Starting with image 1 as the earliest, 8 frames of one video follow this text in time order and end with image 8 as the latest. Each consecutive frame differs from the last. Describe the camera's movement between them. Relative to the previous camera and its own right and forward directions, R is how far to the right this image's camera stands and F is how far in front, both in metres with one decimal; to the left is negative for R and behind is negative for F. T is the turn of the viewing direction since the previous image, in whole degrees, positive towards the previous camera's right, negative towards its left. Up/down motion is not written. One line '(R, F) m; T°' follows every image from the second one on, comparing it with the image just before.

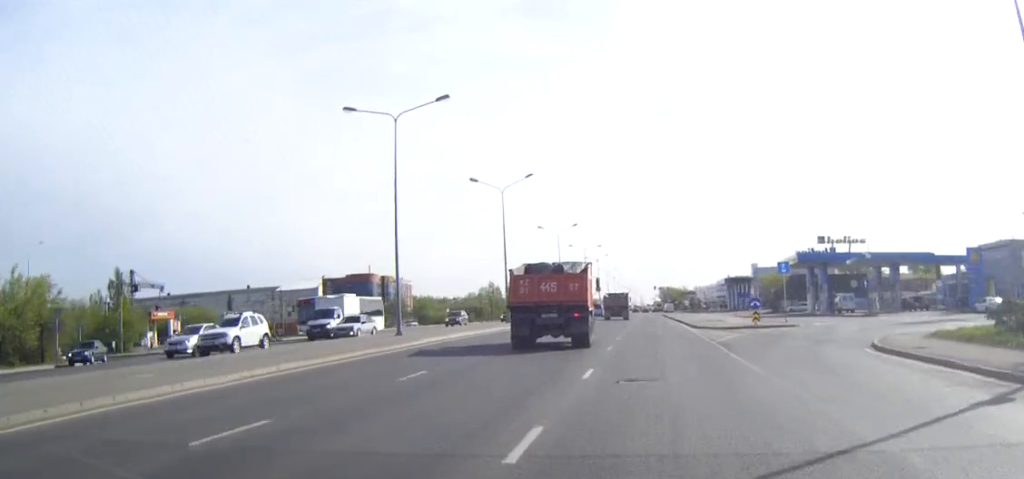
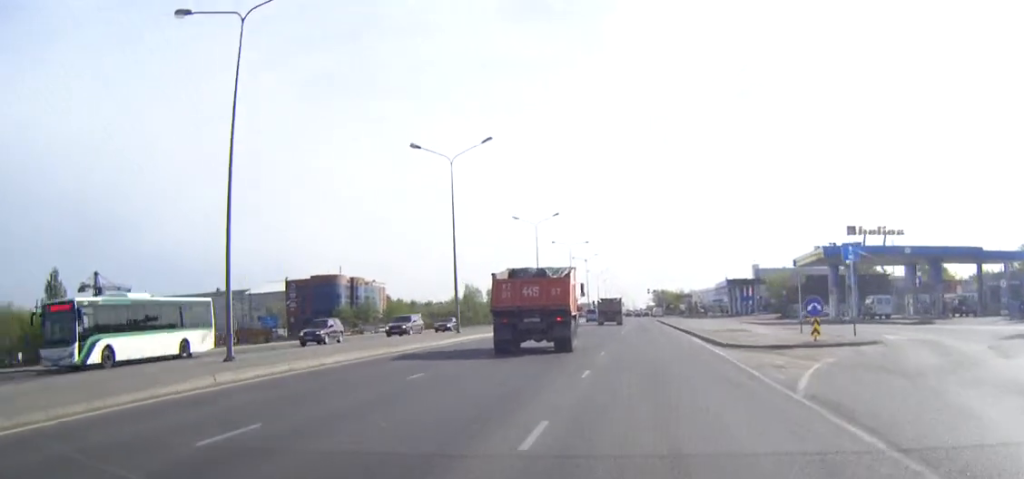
(0.0, +16.5) m; 0°
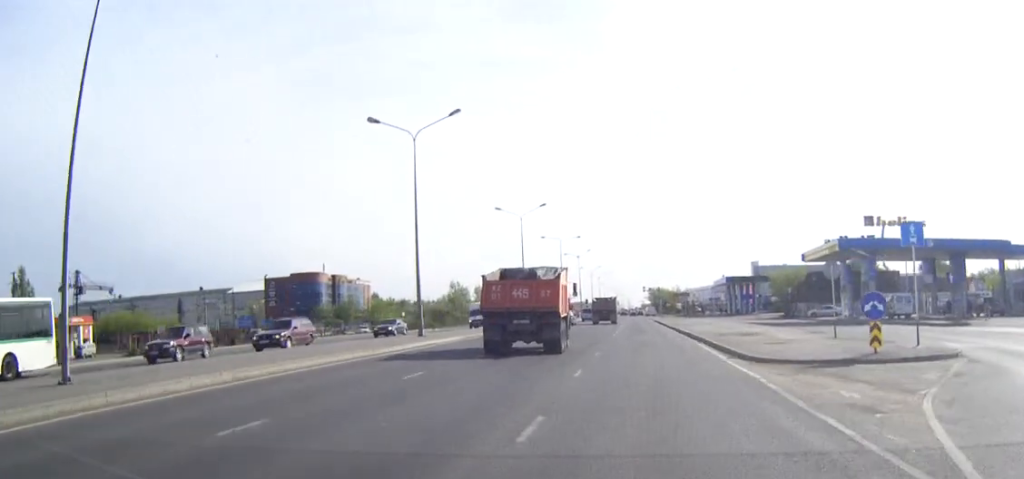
(0.0, +7.8) m; 0°
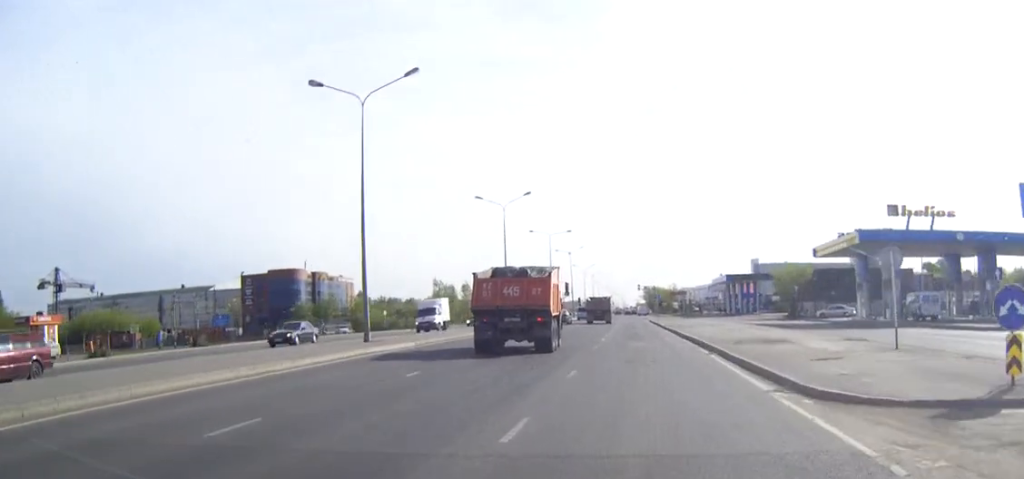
(0.0, +8.2) m; 0°
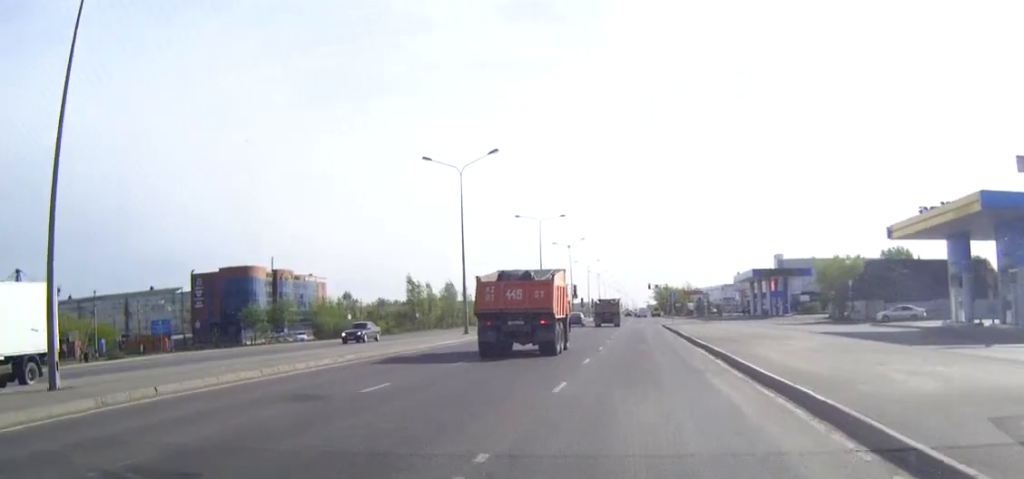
(-0.1, +22.1) m; -1°
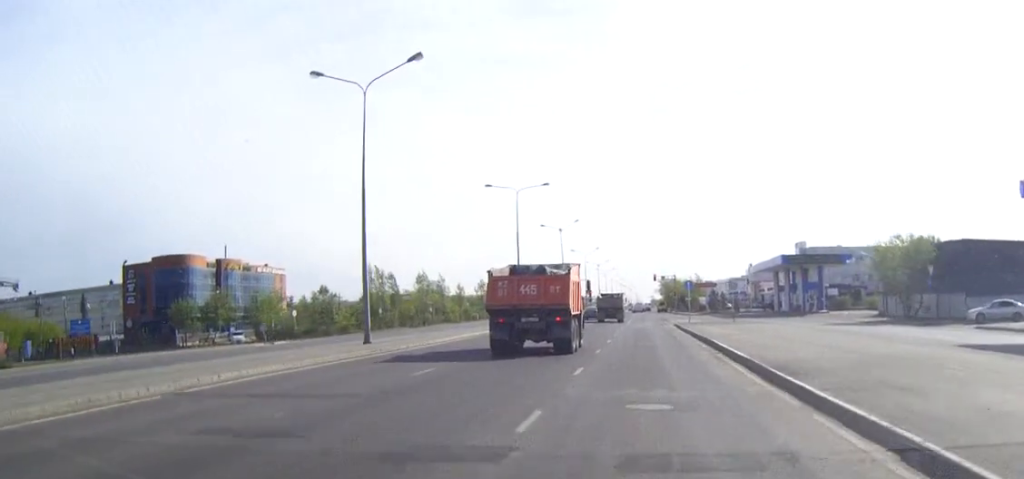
(-0.1, +21.4) m; 0°
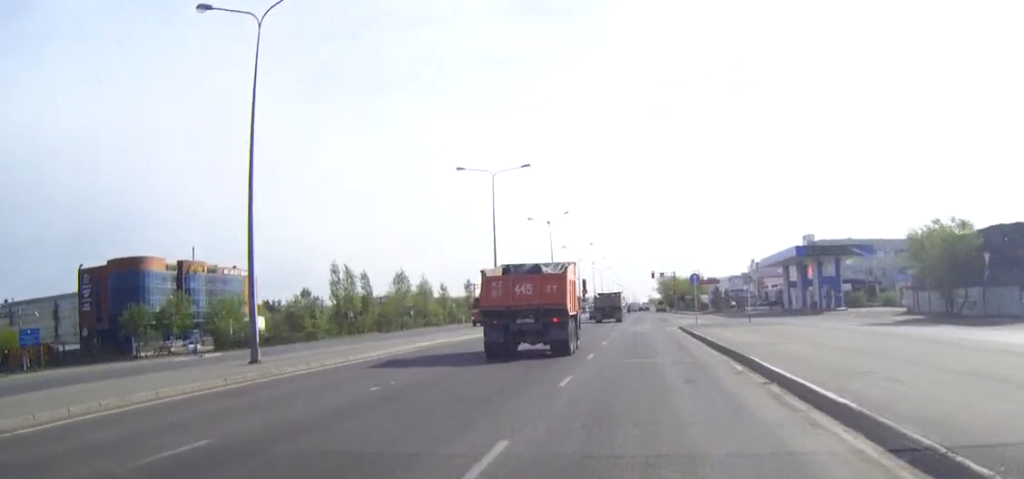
(0.0, +10.5) m; 0°
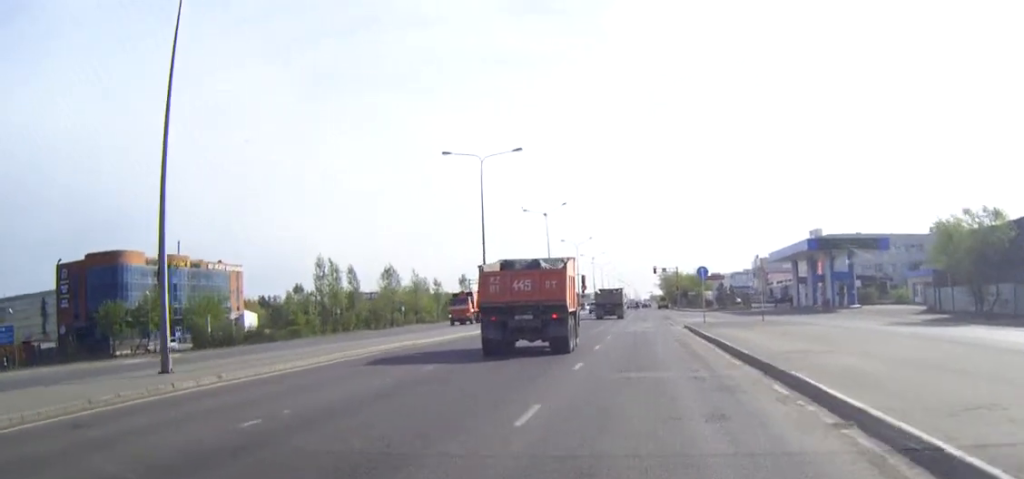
(0.0, +5.3) m; 0°
